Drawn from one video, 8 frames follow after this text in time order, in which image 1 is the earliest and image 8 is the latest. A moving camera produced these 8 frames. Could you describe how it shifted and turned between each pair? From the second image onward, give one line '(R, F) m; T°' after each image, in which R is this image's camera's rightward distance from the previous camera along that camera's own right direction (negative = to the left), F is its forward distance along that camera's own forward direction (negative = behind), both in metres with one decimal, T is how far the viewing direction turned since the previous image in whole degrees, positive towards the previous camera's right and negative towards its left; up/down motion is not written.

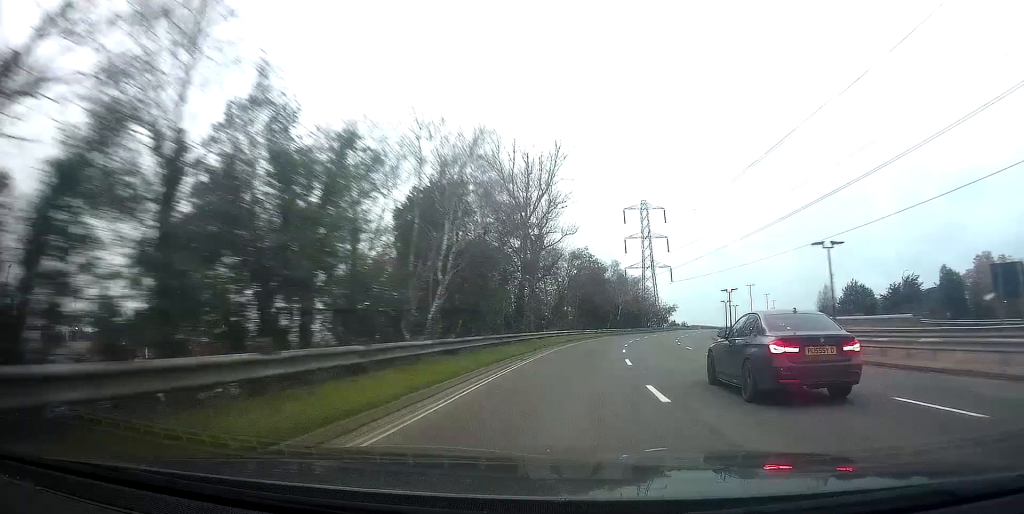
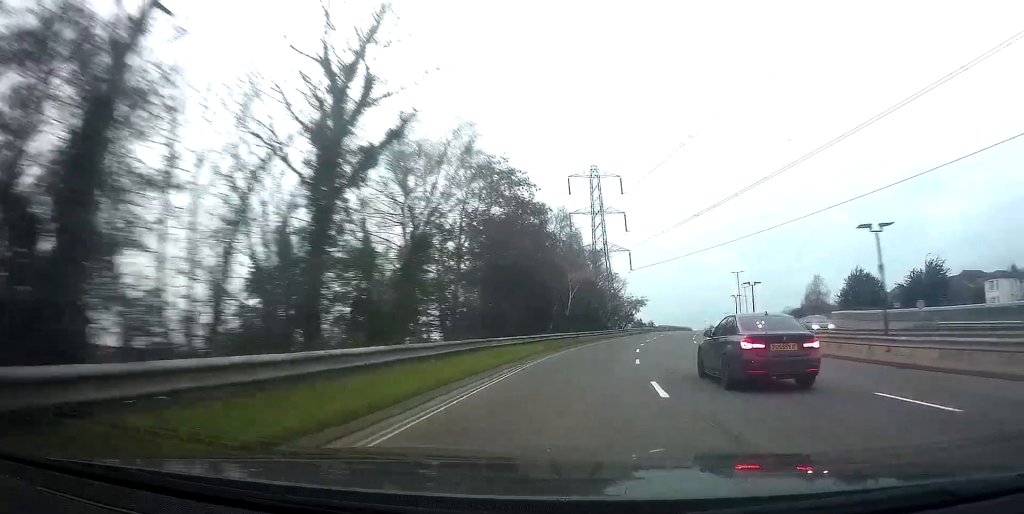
(-0.1, +34.4) m; +3°
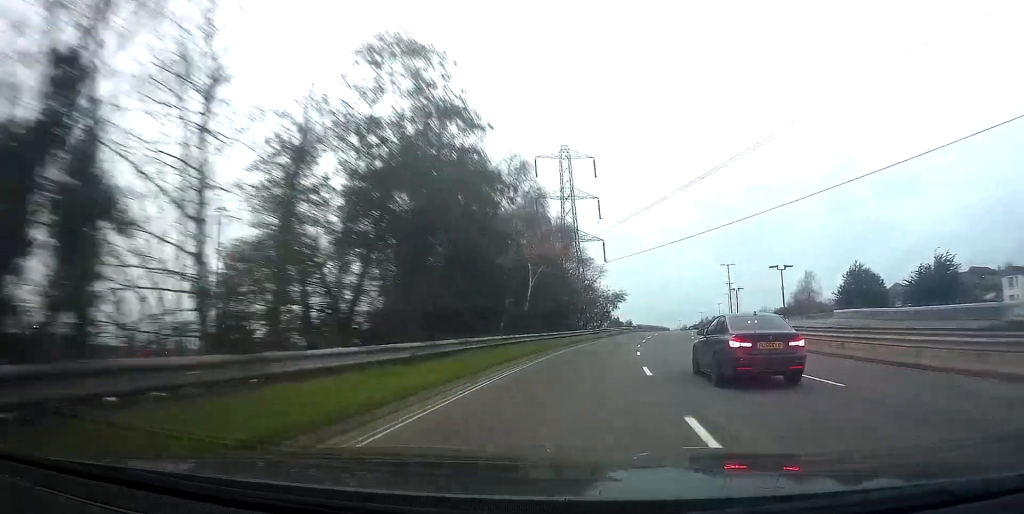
(+0.8, +13.4) m; +3°
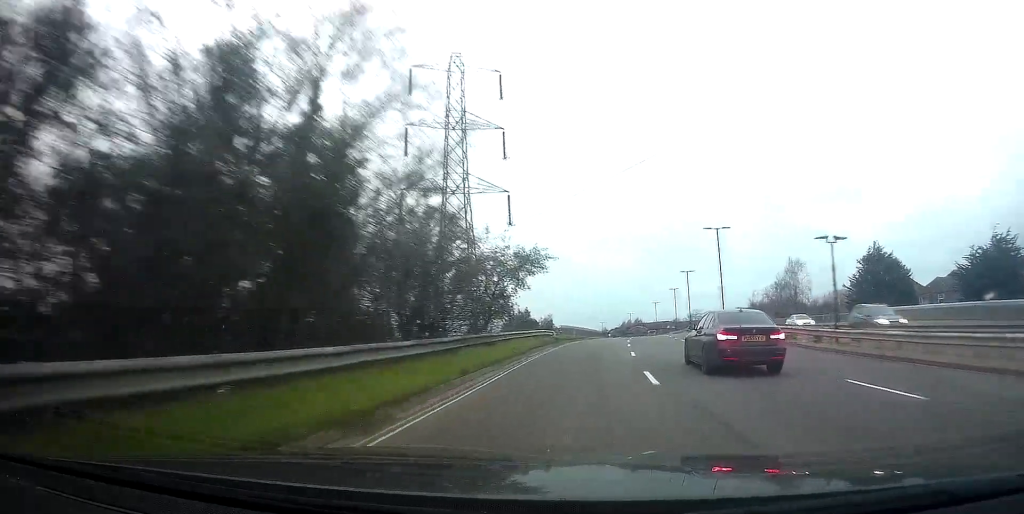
(+2.3, +37.7) m; +7°
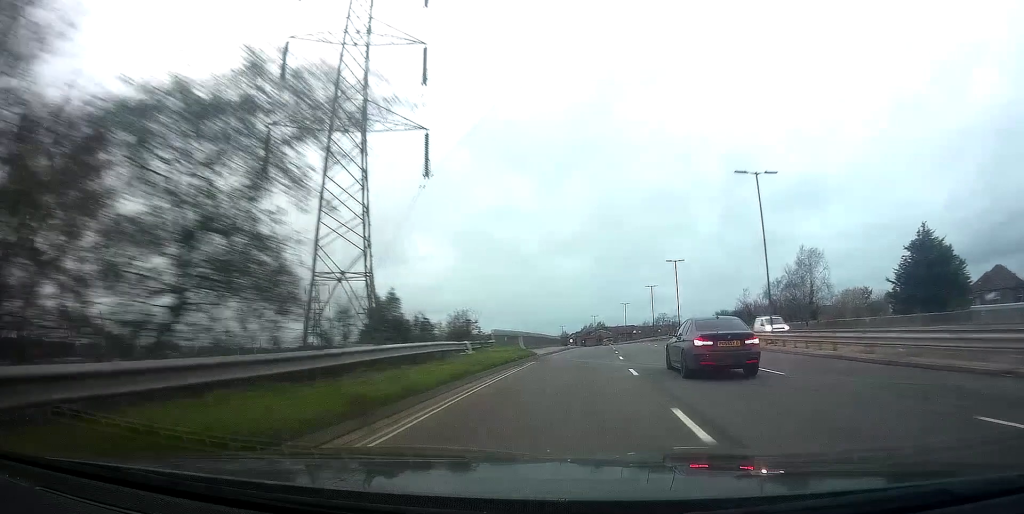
(+1.0, +22.5) m; +6°
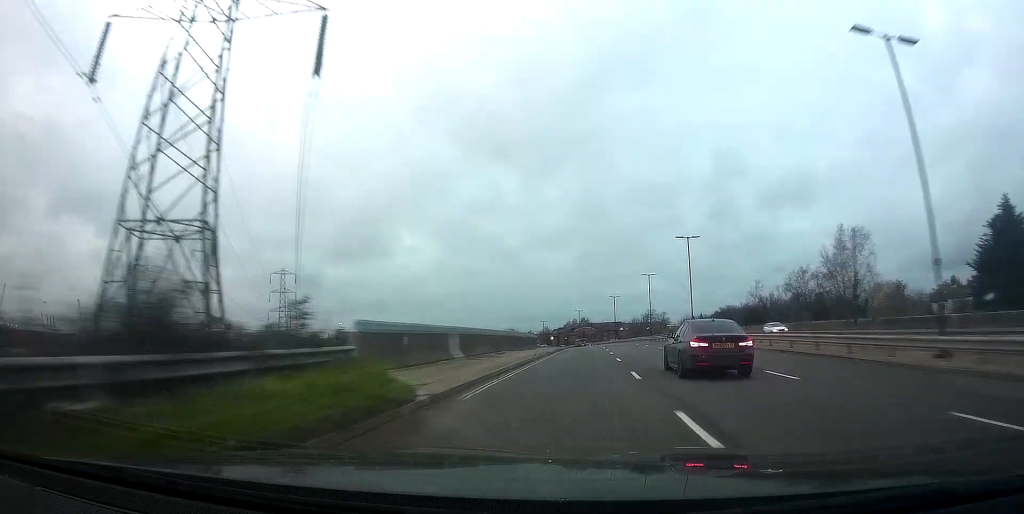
(+0.7, +17.8) m; +4°
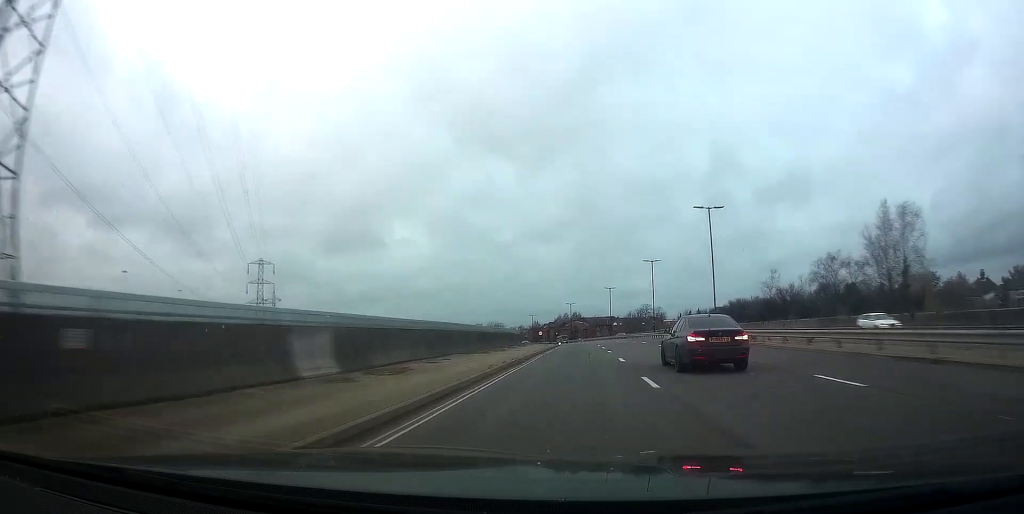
(+0.3, +12.2) m; +2°
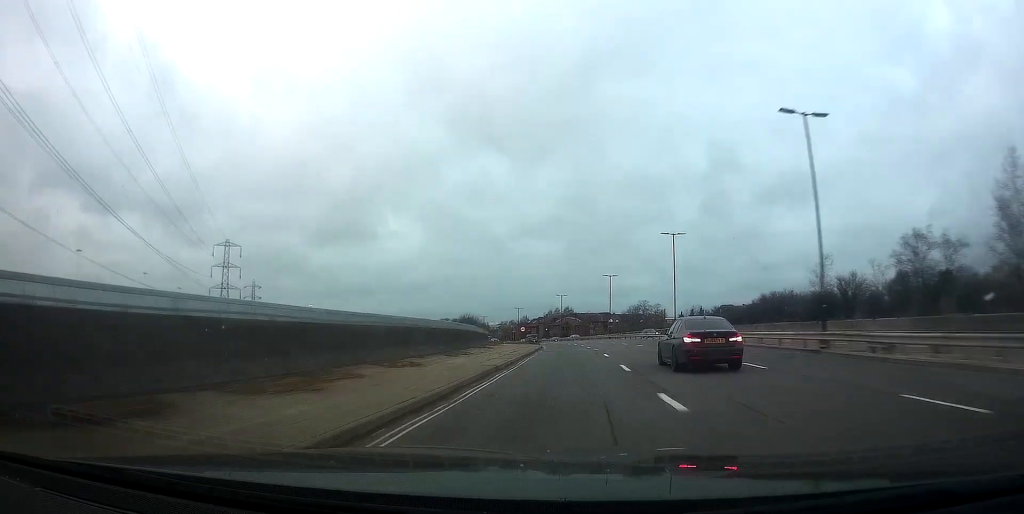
(+0.2, +21.0) m; 0°
